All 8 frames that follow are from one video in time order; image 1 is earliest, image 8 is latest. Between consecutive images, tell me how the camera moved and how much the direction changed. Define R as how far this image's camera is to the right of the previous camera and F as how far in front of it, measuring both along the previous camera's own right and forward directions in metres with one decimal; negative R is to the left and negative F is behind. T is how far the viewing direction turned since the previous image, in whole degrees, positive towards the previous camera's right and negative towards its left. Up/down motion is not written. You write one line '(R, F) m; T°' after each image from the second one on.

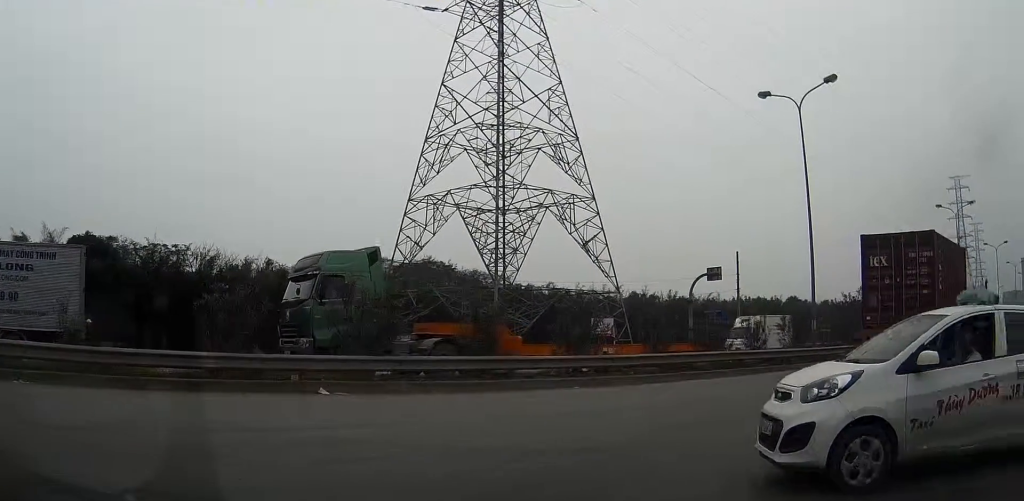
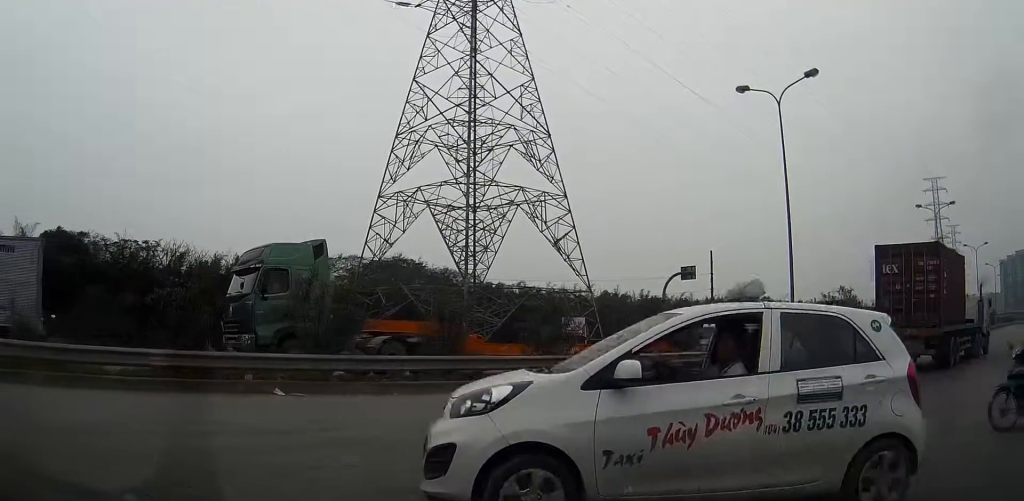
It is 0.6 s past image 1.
(+0.1, +1.5) m; +5°
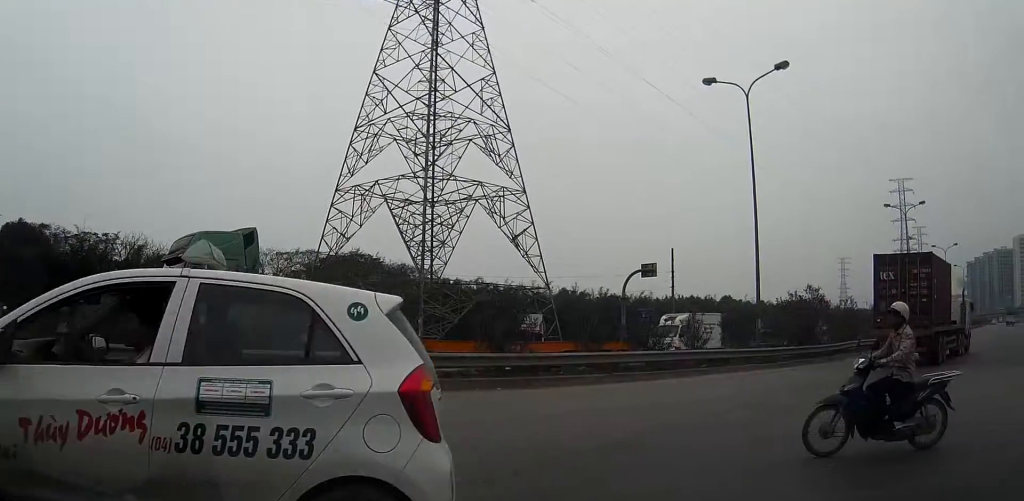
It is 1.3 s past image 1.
(0.0, +1.4) m; 0°
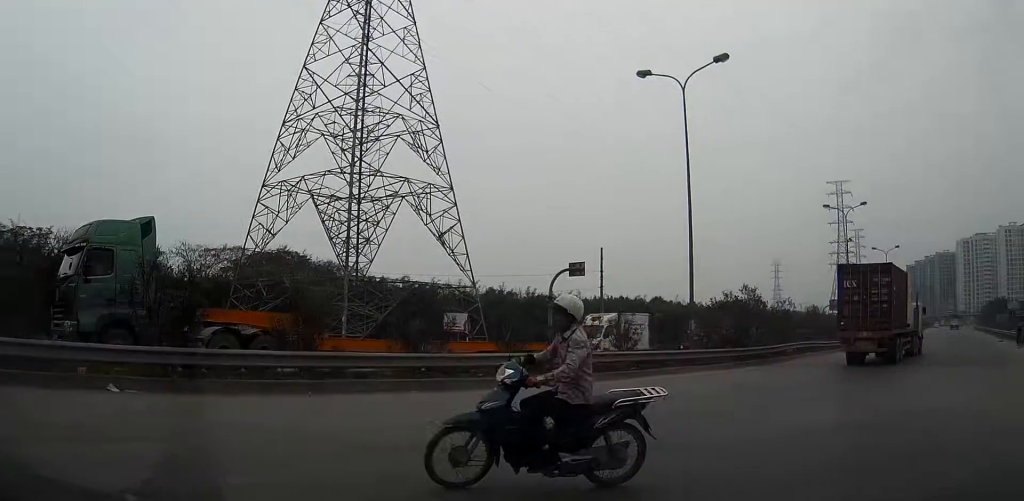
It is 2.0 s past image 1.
(0.0, +1.3) m; 0°
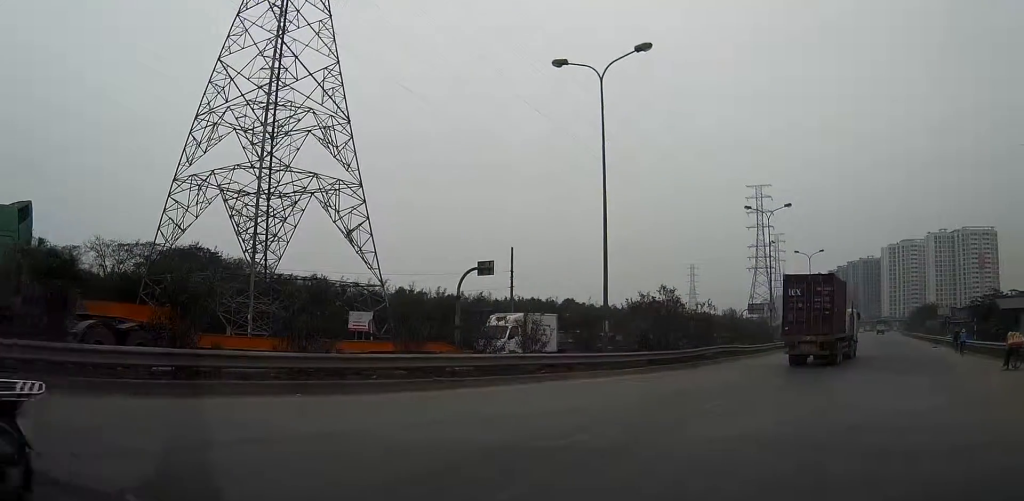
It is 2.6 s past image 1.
(0.0, +1.5) m; +2°
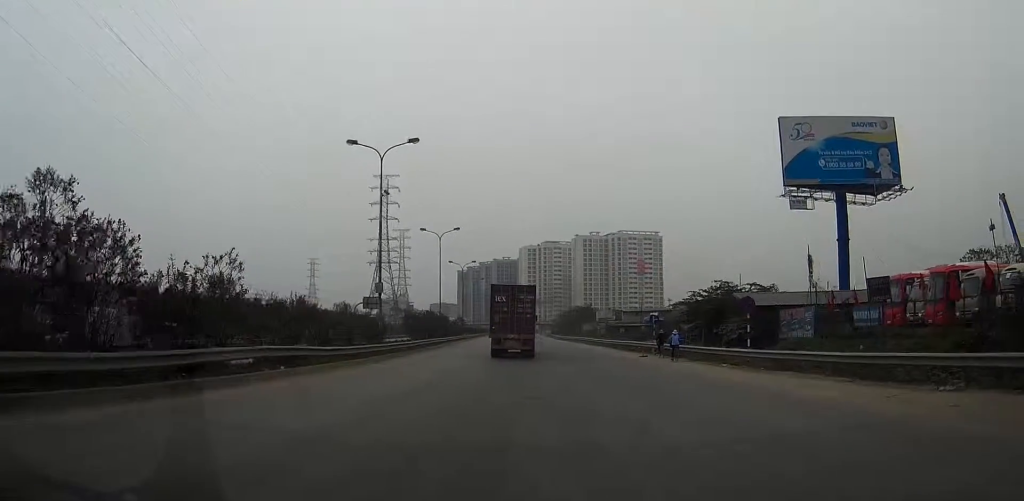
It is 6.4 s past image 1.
(+5.3, +18.8) m; +34°
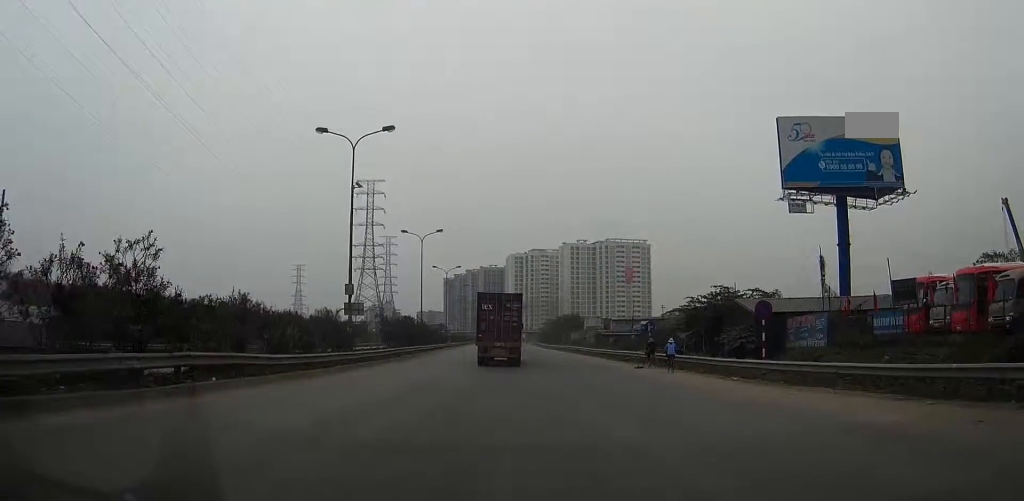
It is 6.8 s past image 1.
(+0.5, +3.6) m; +4°
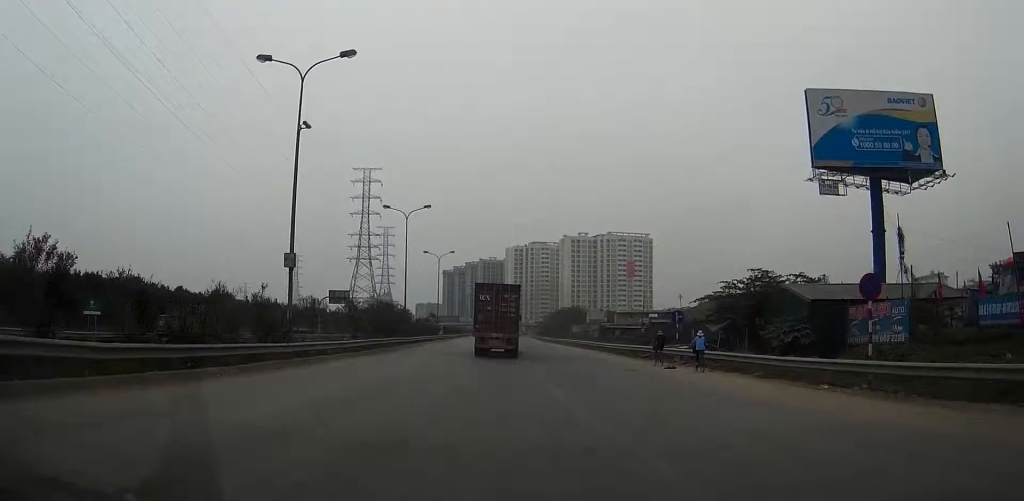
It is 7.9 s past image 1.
(+0.6, +8.5) m; +3°
